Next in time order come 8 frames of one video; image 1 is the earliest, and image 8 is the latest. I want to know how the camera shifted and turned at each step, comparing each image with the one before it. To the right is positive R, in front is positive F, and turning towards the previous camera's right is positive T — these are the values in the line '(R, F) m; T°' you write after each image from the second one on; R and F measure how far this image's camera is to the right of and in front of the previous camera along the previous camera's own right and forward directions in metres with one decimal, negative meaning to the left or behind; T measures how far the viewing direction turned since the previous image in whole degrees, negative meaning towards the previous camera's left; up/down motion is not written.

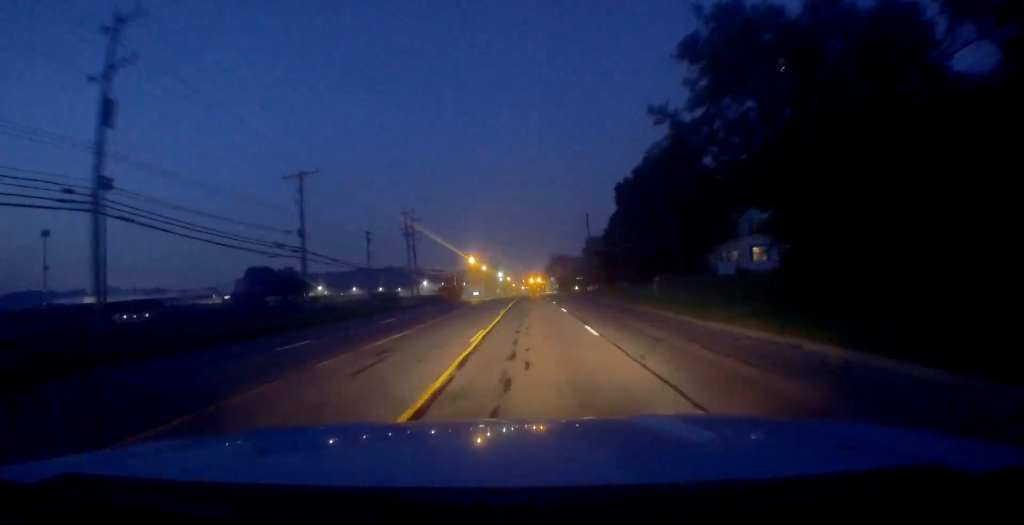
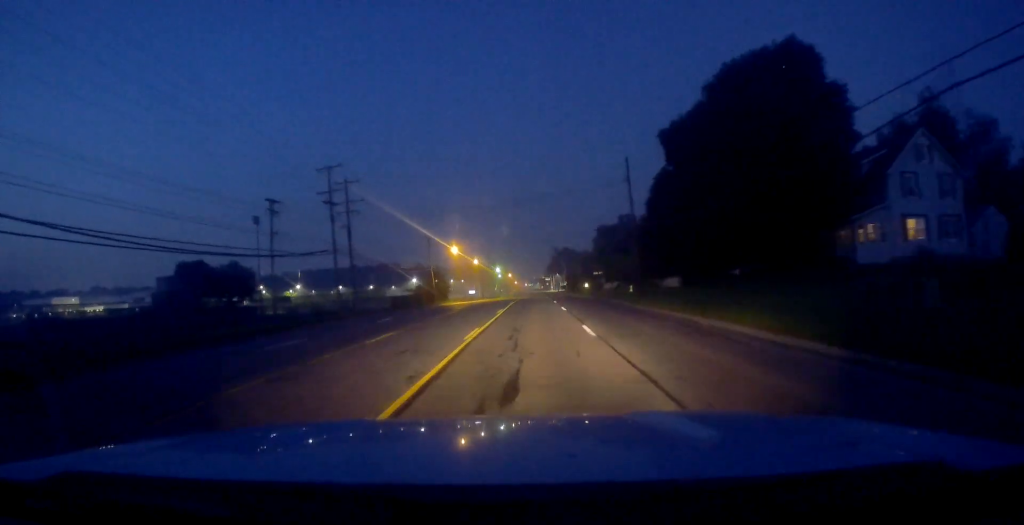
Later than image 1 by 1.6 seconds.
(0.0, +31.8) m; -2°
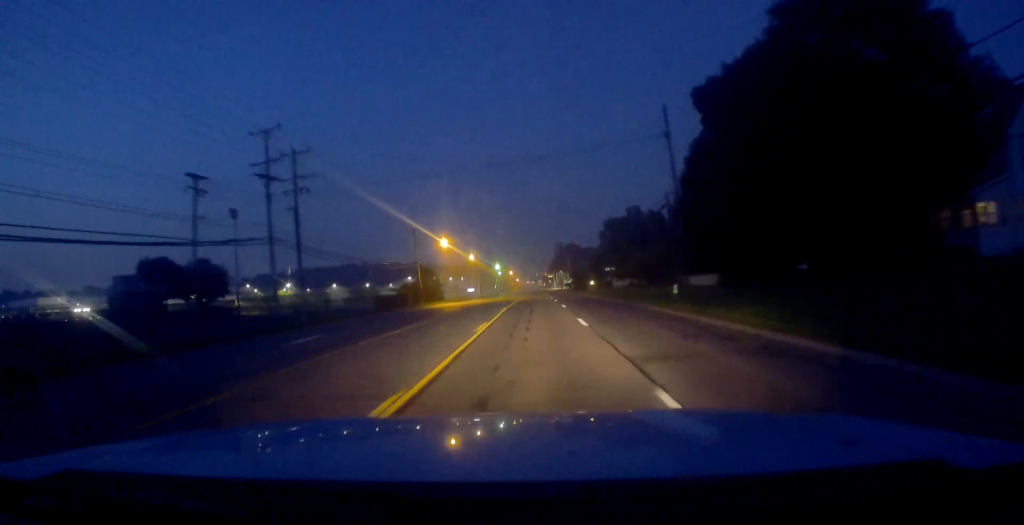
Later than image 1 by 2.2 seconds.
(-0.4, +12.9) m; 0°
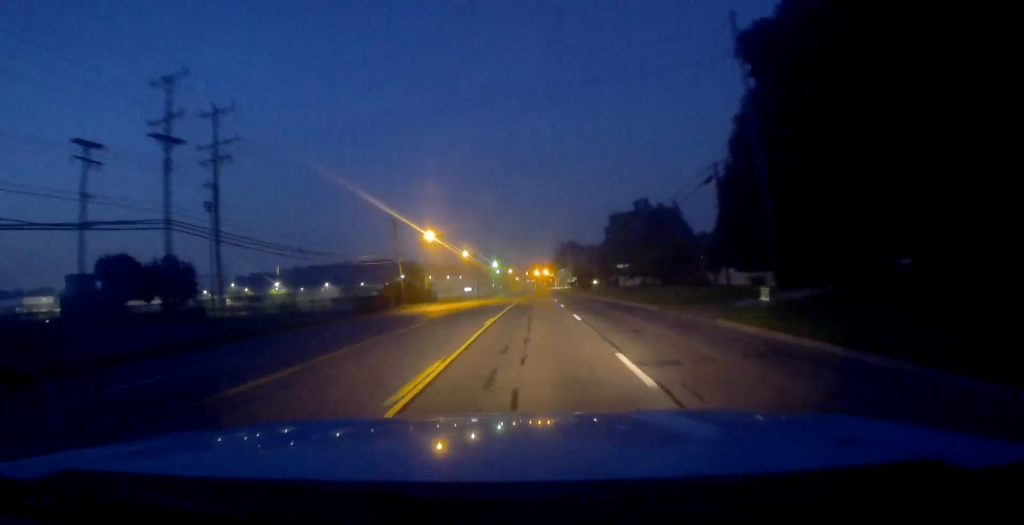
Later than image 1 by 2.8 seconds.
(-0.4, +11.6) m; 0°
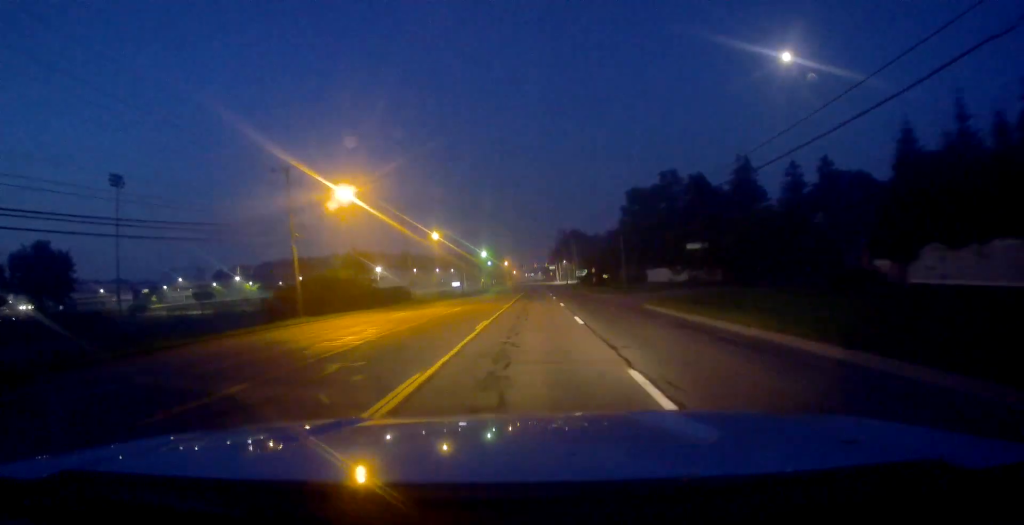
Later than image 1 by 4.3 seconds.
(+0.8, +32.4) m; +1°
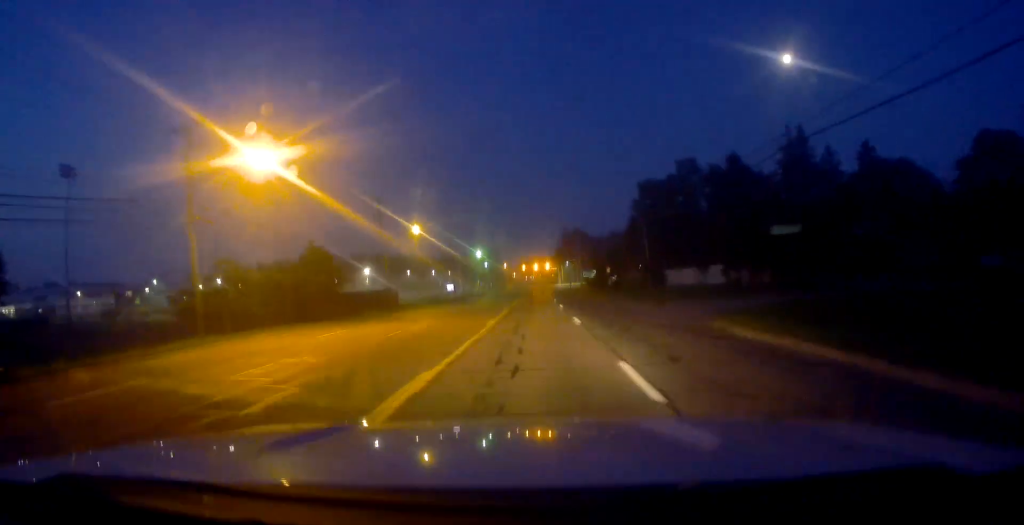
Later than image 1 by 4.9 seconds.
(-0.1, +13.5) m; 0°
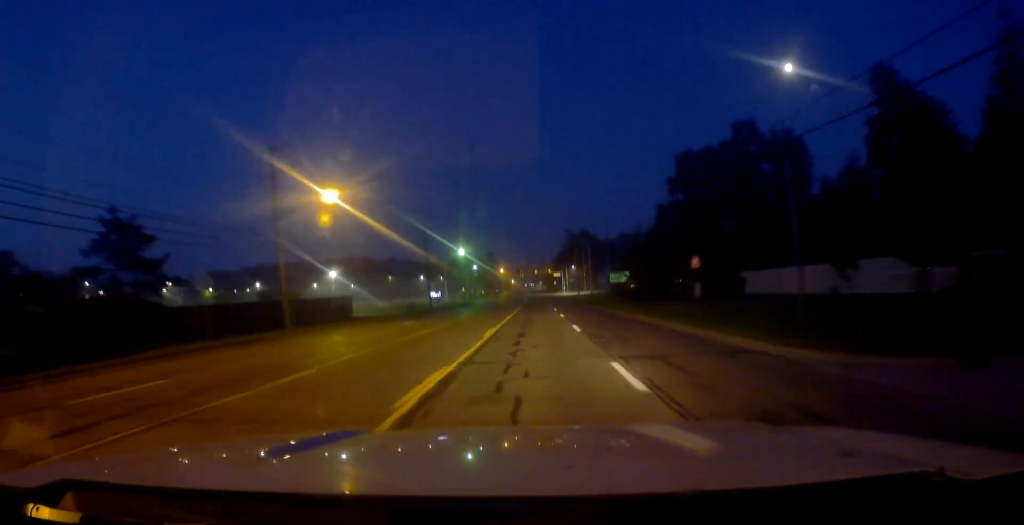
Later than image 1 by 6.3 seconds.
(-0.3, +29.3) m; -1°
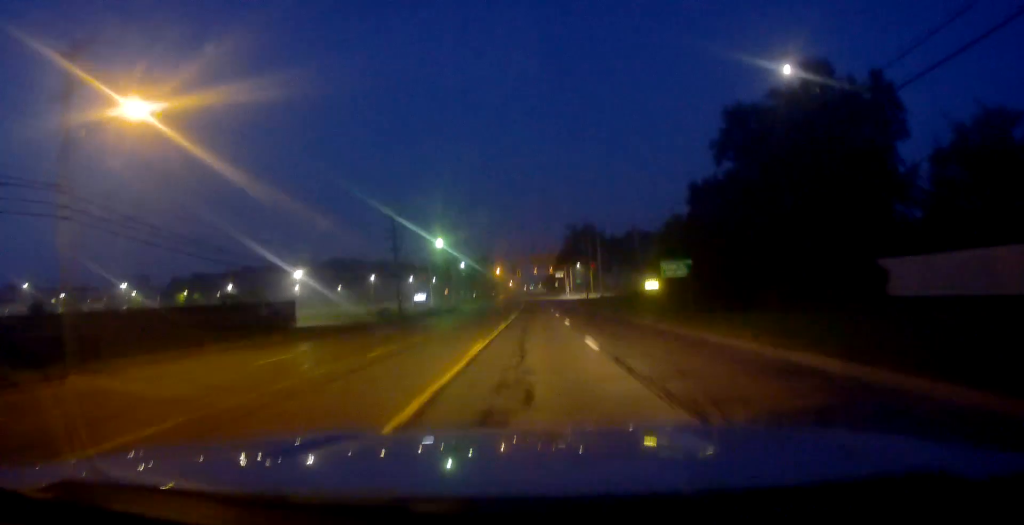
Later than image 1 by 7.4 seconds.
(+0.2, +22.4) m; 0°
